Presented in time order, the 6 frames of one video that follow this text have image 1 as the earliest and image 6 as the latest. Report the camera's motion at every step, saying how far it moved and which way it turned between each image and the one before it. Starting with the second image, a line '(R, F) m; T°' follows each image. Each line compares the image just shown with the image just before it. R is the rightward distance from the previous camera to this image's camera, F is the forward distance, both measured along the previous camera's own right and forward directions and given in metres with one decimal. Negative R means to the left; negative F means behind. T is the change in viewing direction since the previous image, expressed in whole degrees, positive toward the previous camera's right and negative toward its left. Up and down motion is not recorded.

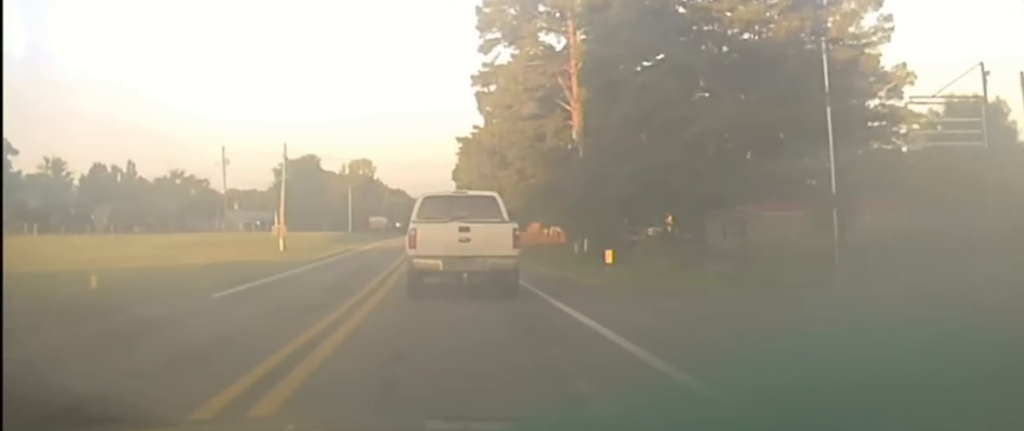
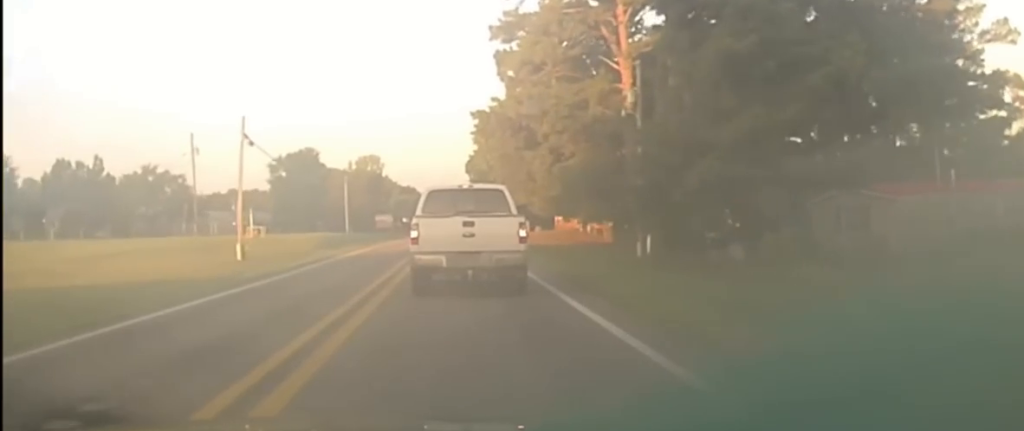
(-0.1, +18.4) m; -2°
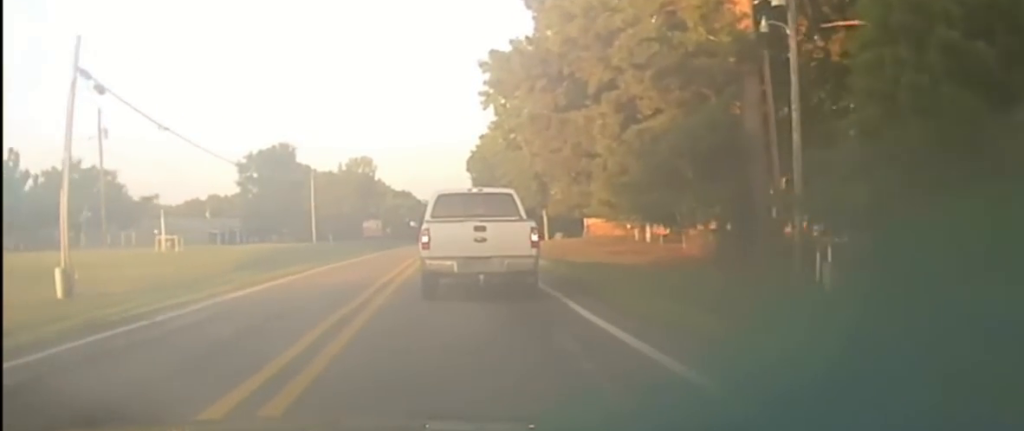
(-0.5, +23.8) m; 0°
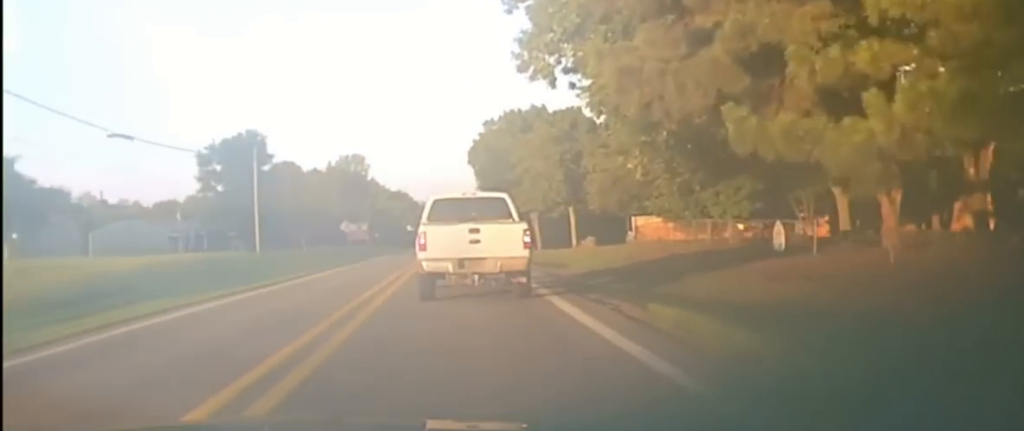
(+0.6, +19.6) m; +1°
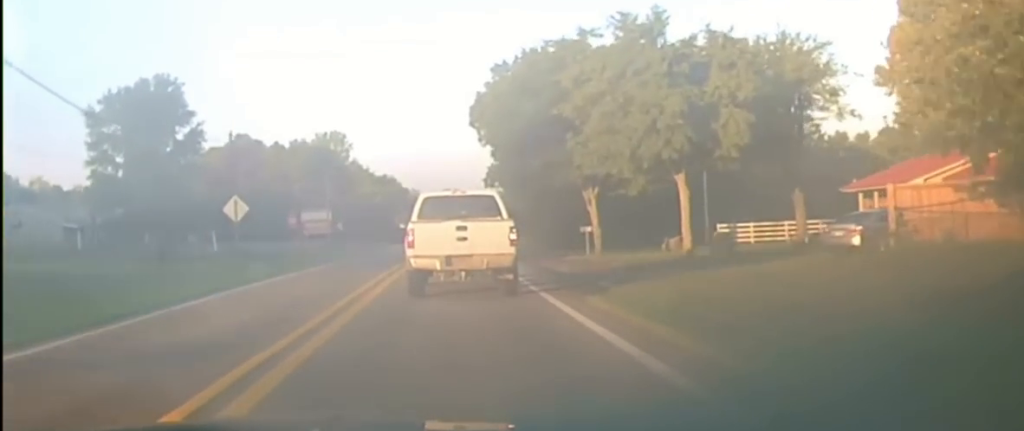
(-0.4, +33.5) m; -1°
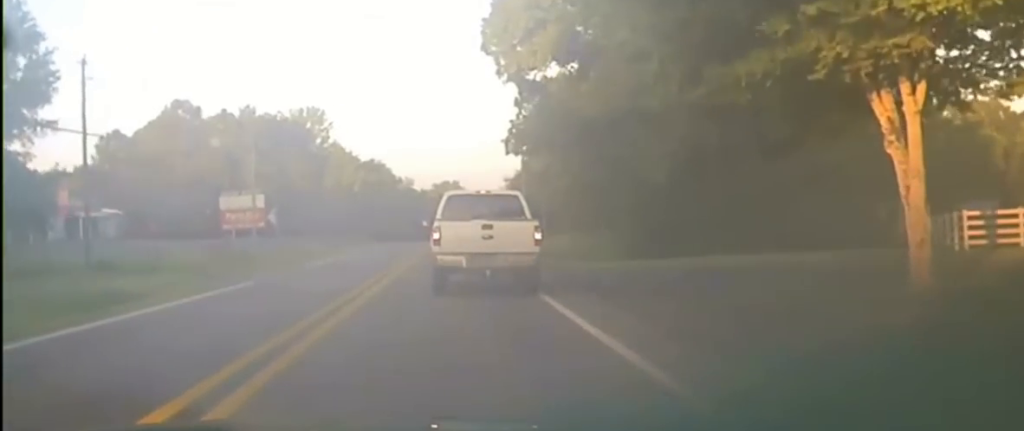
(+0.1, +35.6) m; 0°
